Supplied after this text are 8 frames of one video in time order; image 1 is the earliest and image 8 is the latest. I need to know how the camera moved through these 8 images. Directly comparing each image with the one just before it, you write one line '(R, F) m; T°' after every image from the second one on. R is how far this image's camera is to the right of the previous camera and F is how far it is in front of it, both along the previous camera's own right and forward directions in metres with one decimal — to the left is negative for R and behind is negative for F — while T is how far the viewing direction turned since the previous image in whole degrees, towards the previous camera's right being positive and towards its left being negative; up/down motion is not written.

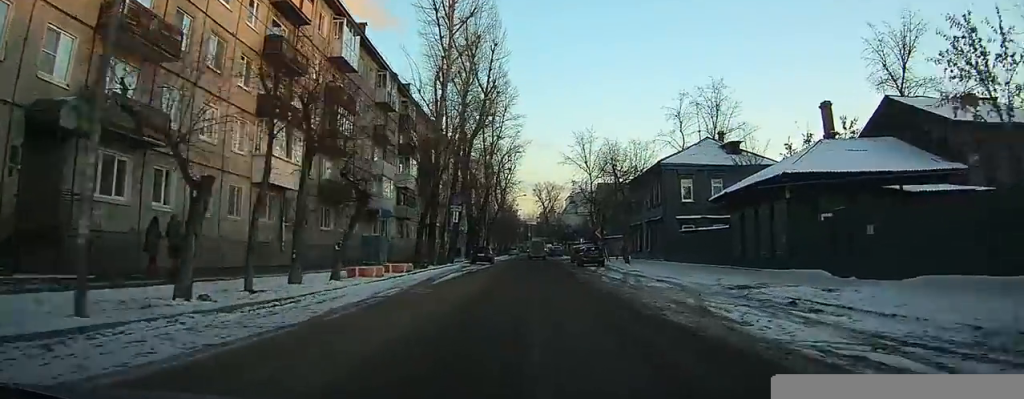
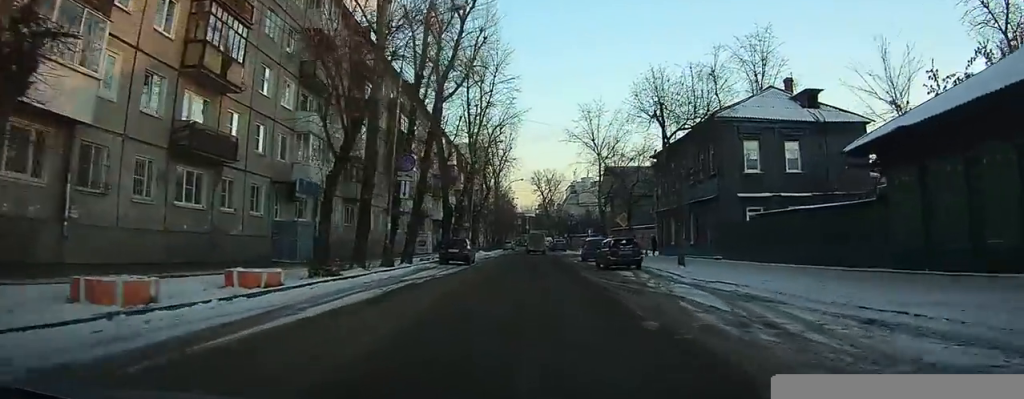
(0.0, +14.7) m; 0°
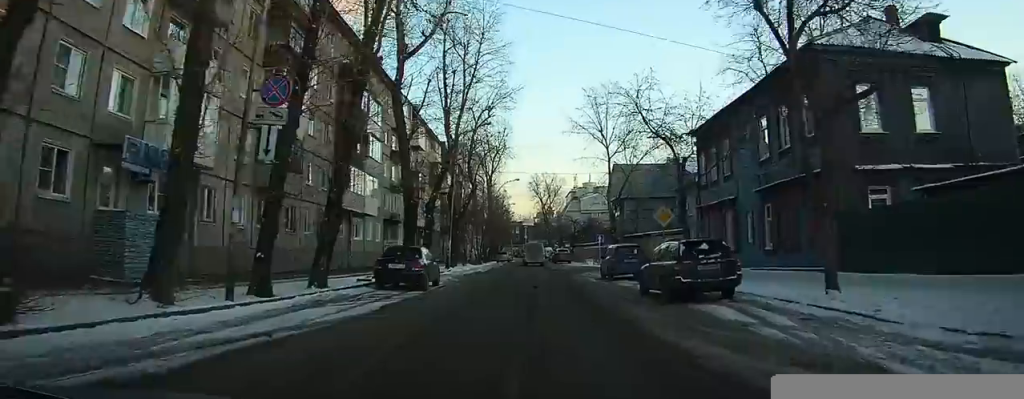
(0.0, +13.0) m; +1°
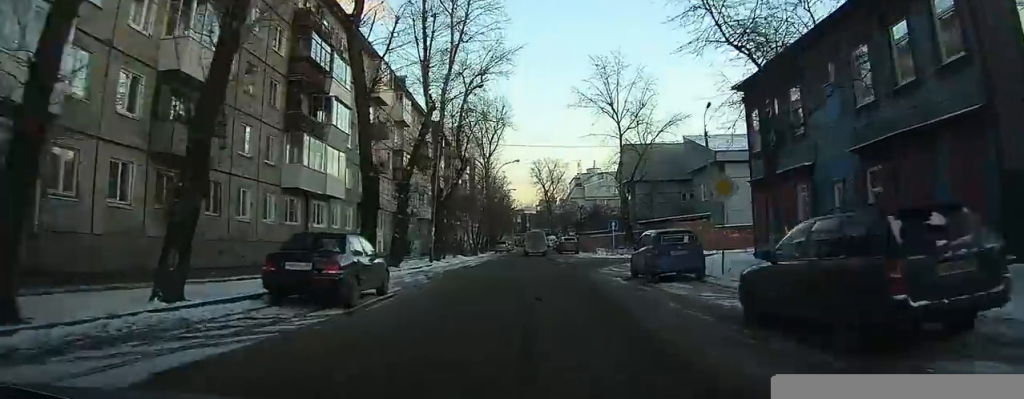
(+0.1, +8.5) m; +1°
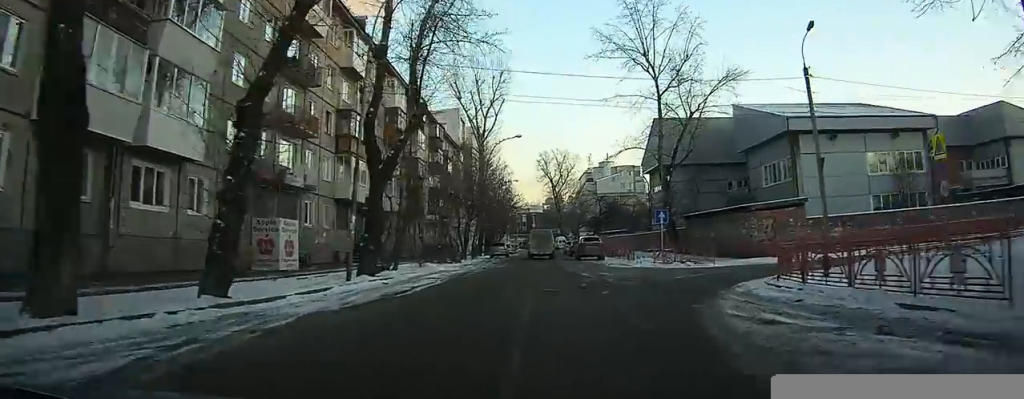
(+0.3, +17.5) m; +1°
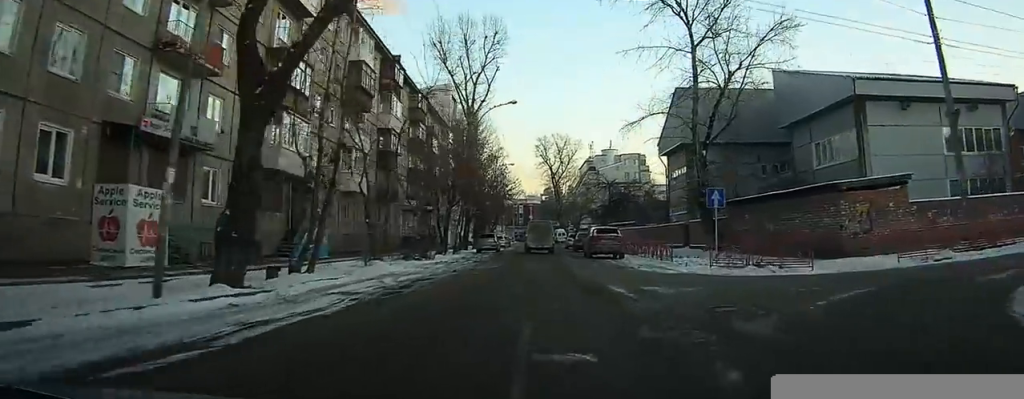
(0.0, +10.5) m; -1°
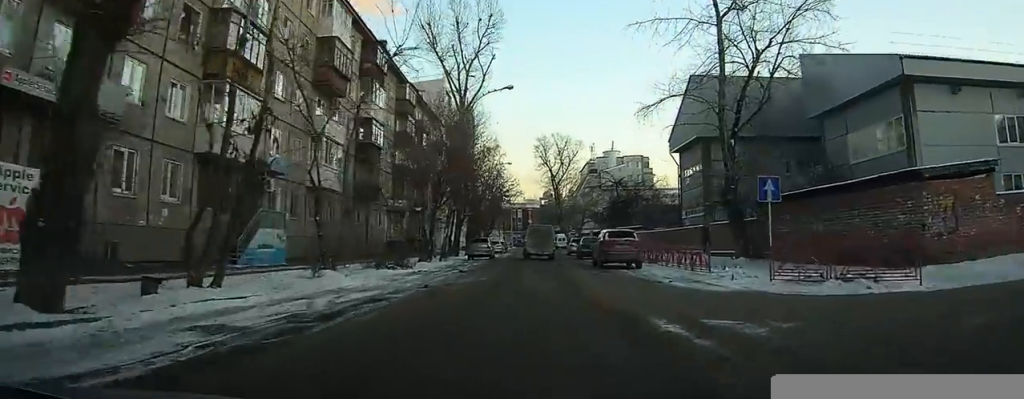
(-0.1, +5.5) m; 0°
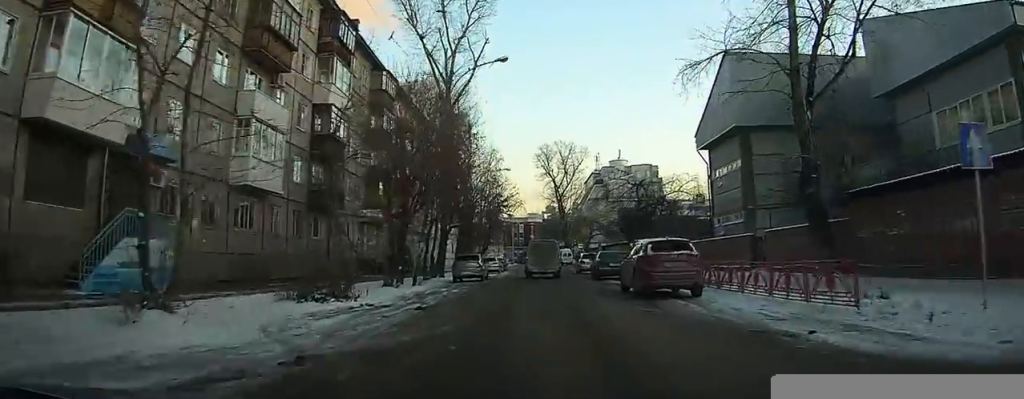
(0.0, +9.3) m; 0°
